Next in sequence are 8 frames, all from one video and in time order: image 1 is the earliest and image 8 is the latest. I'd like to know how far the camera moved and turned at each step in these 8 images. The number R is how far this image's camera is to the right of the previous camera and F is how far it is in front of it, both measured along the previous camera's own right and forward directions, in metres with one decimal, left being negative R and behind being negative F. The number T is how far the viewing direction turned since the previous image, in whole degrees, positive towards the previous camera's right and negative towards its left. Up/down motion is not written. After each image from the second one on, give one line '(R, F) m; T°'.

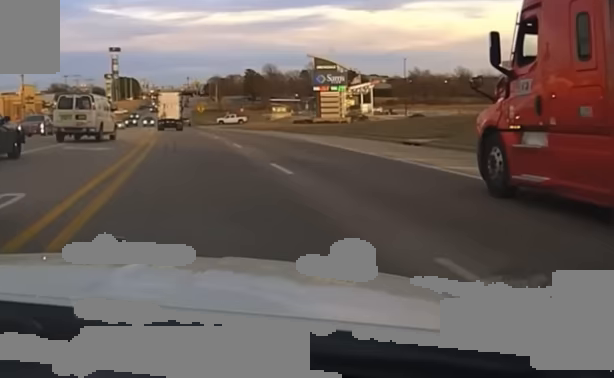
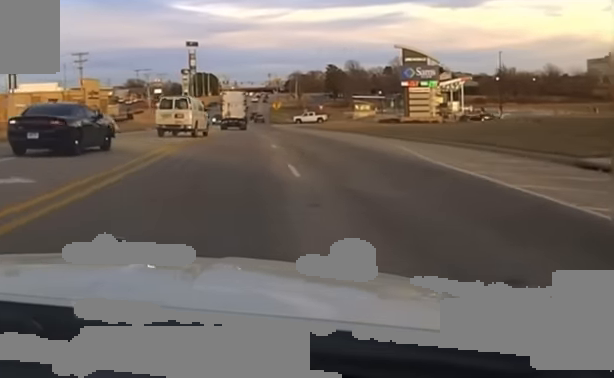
(-0.1, +14.5) m; -2°
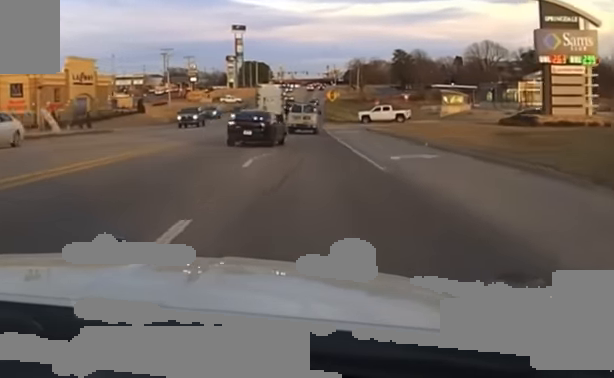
(-3.0, +40.5) m; -7°
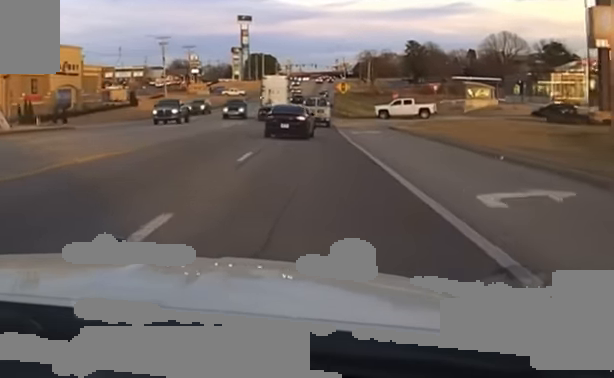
(+0.1, +11.4) m; -1°
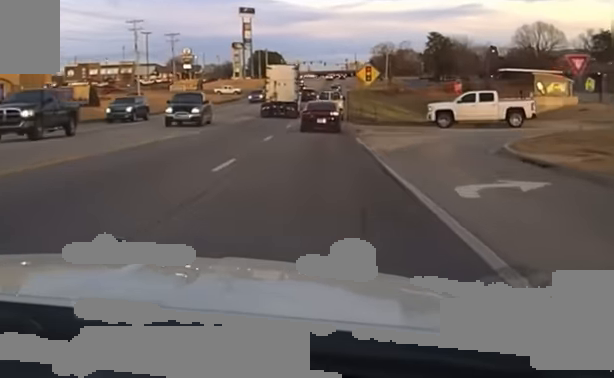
(-0.5, +25.7) m; -1°
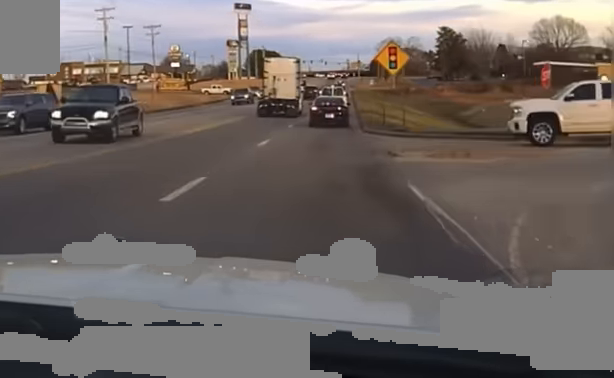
(0.0, +16.4) m; 0°
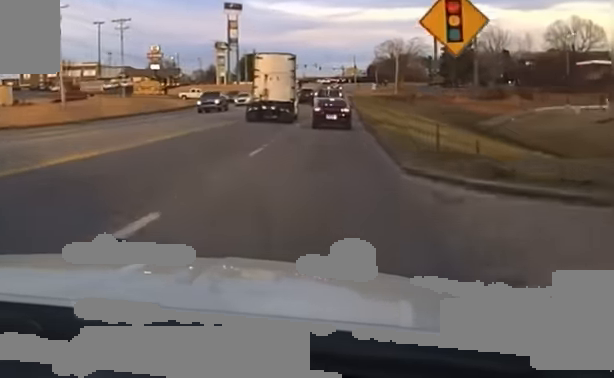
(-0.1, +15.6) m; +1°
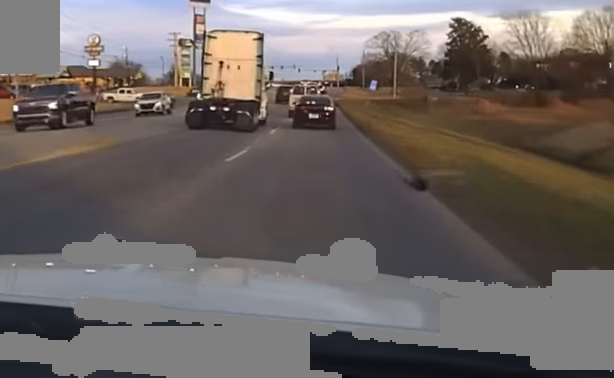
(+0.5, +31.6) m; +1°
